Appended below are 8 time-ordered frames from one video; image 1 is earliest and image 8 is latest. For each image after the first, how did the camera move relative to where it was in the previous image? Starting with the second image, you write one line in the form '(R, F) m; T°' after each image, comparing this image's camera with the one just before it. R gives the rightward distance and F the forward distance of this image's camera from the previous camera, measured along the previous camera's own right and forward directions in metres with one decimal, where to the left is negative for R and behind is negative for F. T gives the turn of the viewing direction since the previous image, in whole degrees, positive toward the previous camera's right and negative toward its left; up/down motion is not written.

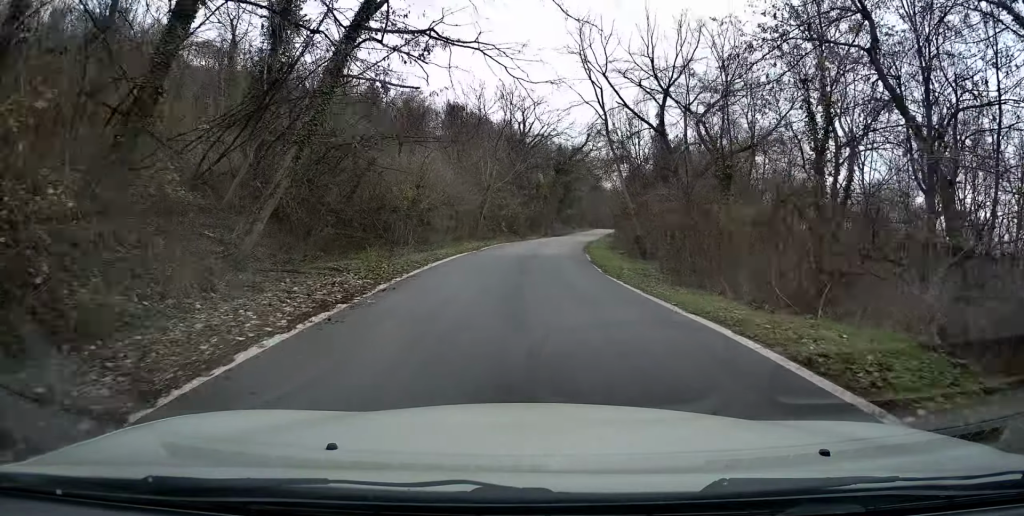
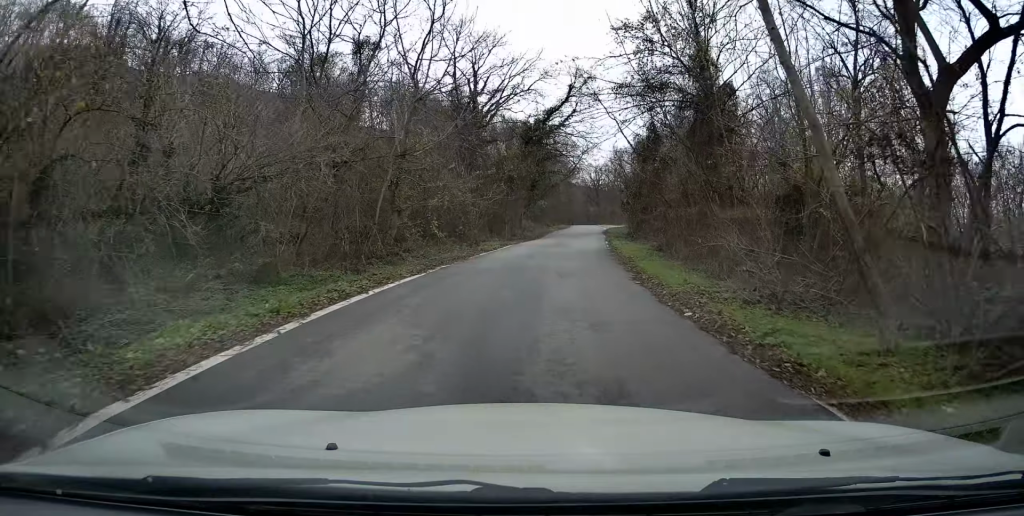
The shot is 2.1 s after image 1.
(-1.5, +33.0) m; -3°
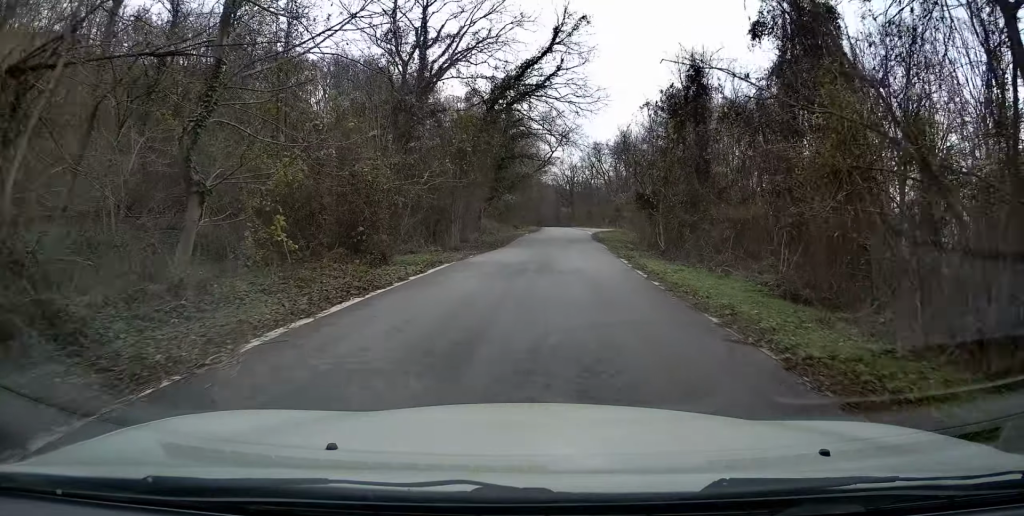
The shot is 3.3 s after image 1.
(+0.4, +19.0) m; +2°
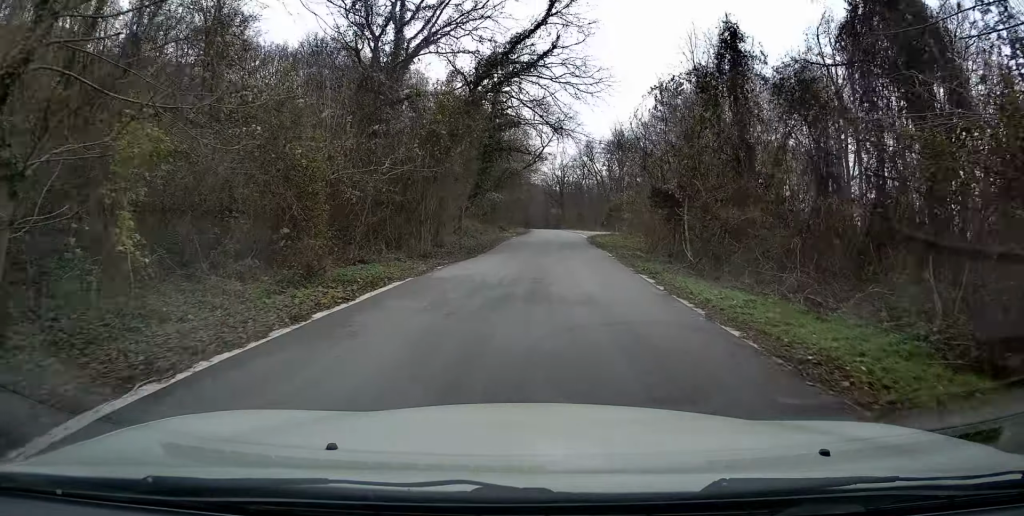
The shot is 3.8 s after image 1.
(0.0, +6.5) m; +1°
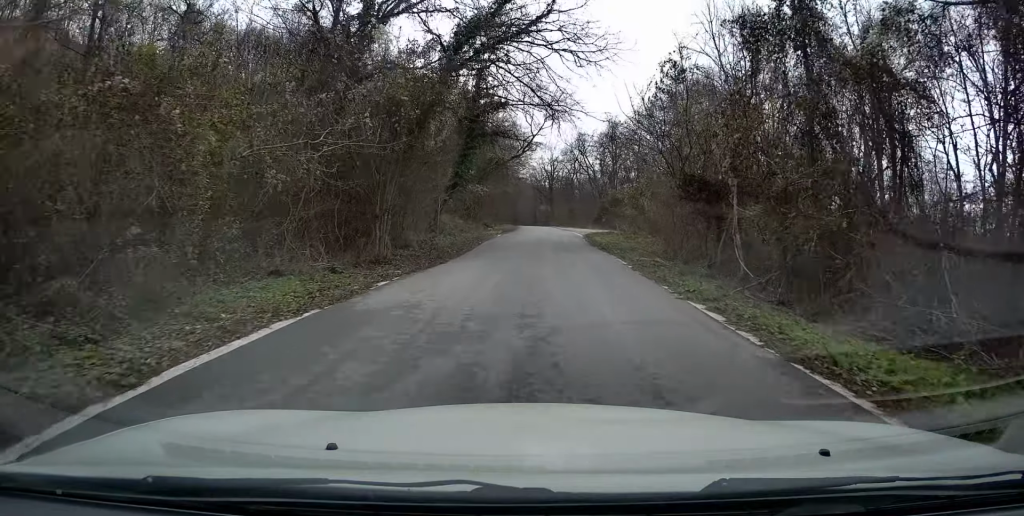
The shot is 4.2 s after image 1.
(+0.1, +6.4) m; +1°
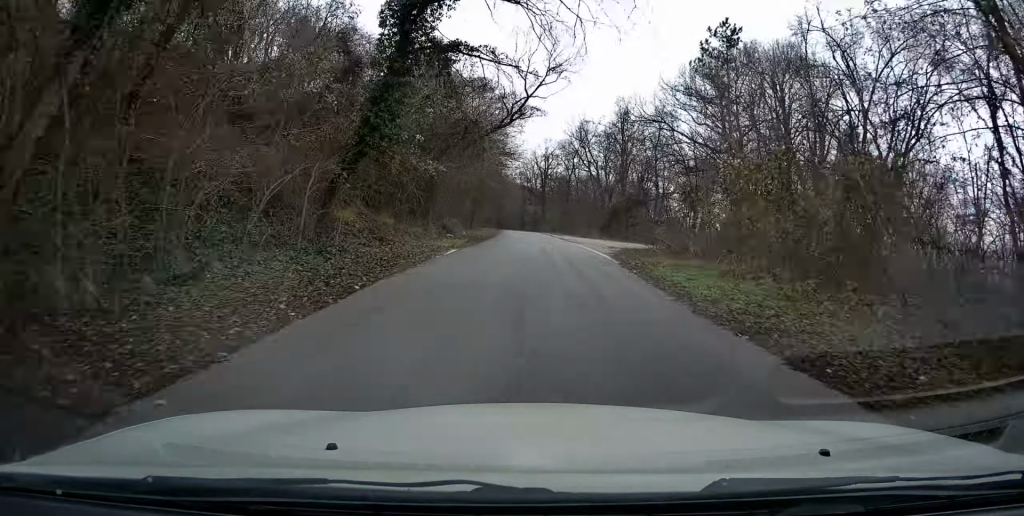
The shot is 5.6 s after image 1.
(+0.6, +20.4) m; +3°
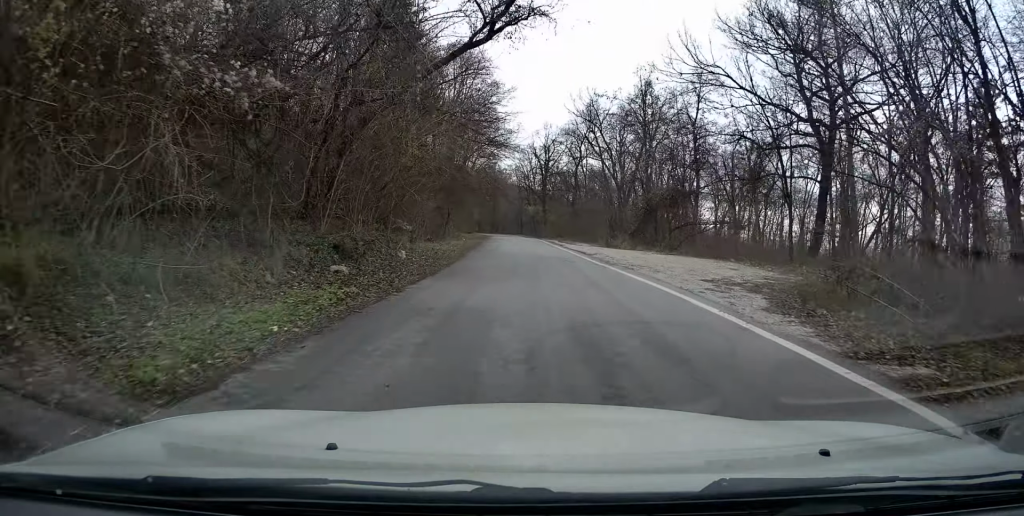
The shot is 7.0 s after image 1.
(+0.3, +18.9) m; +1°
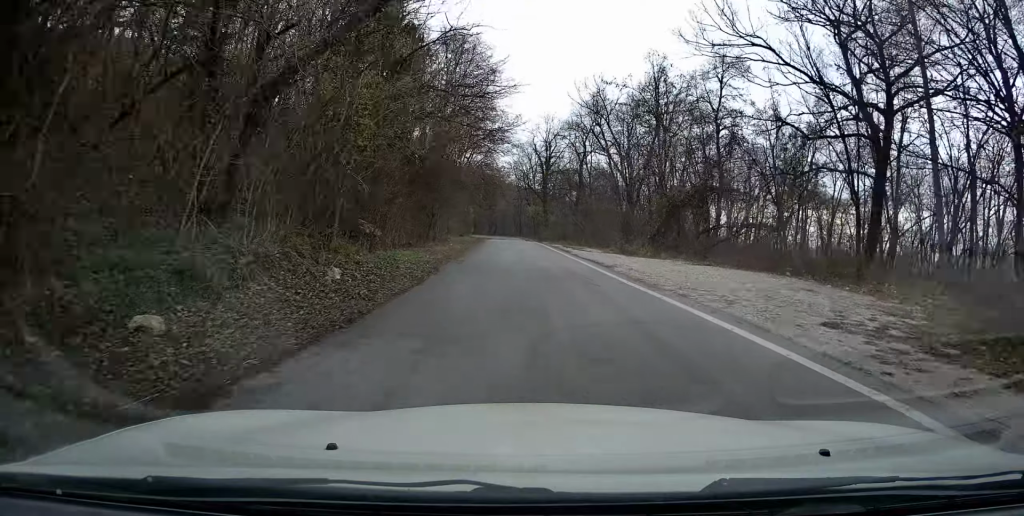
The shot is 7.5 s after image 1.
(-0.1, +6.7) m; -1°
